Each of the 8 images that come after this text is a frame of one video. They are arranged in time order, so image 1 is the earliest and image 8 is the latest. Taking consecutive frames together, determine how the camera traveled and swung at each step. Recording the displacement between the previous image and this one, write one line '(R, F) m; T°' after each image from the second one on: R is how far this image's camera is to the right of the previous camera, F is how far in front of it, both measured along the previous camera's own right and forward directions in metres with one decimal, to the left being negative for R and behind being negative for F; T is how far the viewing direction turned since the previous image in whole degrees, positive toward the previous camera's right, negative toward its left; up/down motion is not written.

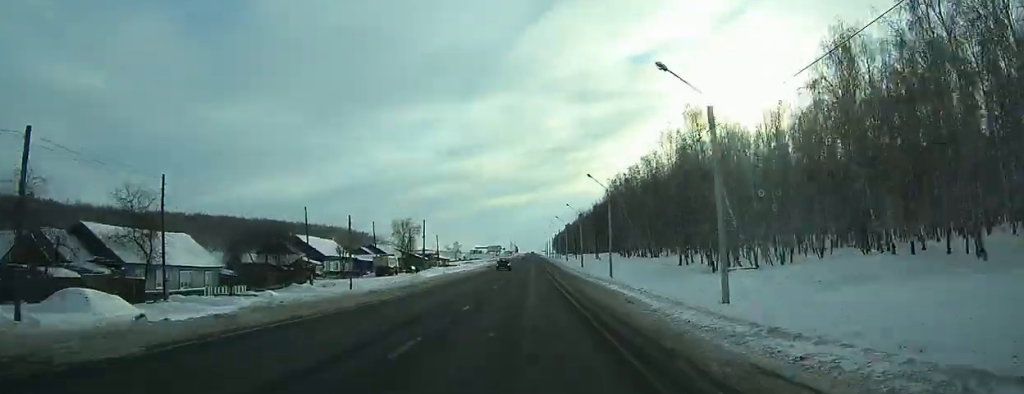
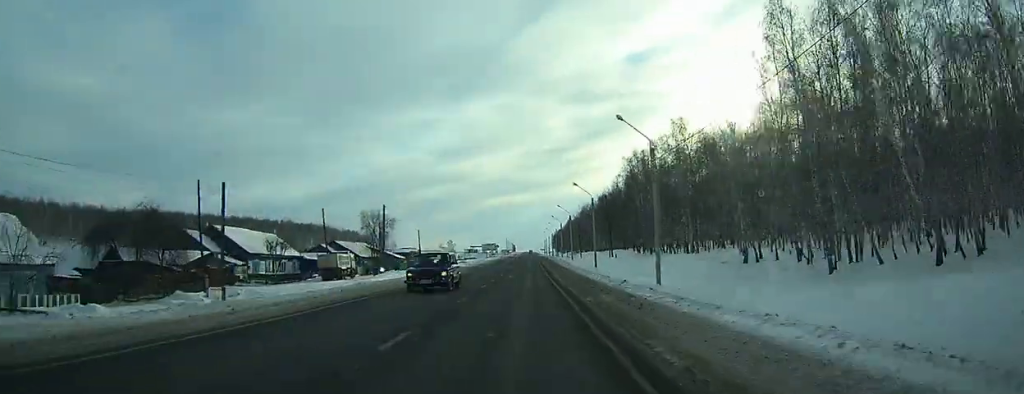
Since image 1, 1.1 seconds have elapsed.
(-0.1, +22.3) m; 0°
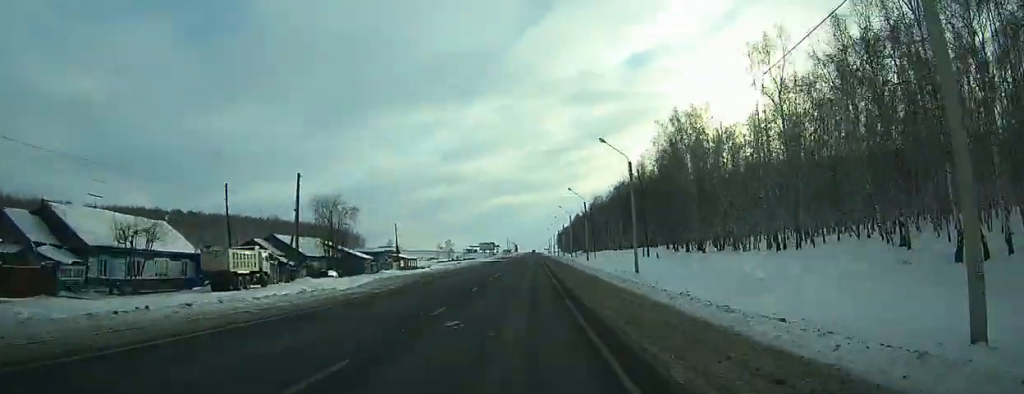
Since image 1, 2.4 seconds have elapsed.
(-0.2, +23.9) m; 0°
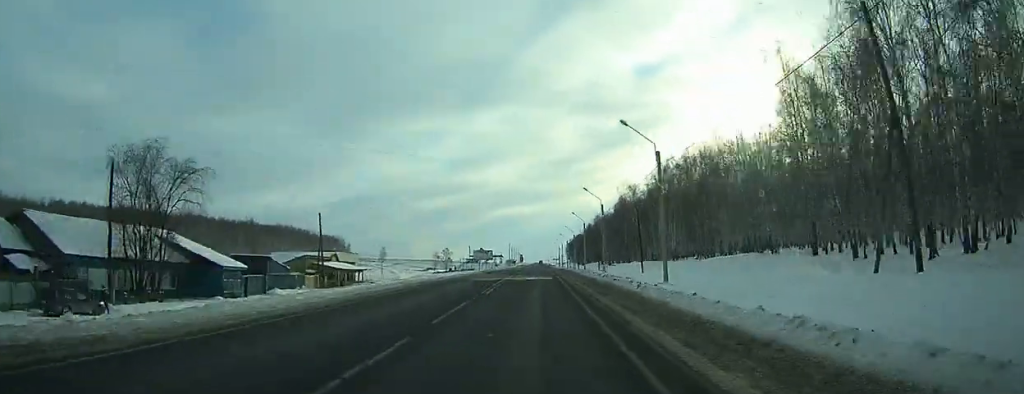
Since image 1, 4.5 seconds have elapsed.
(+0.1, +41.5) m; 0°
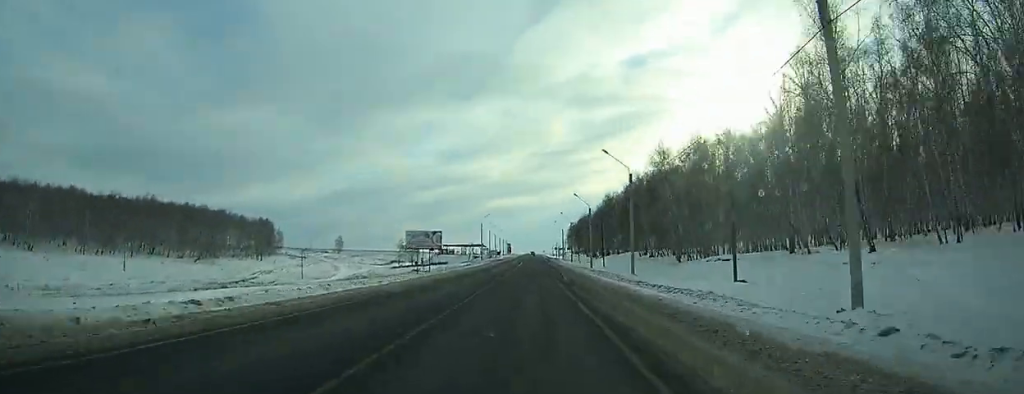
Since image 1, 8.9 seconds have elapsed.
(+3.2, +93.7) m; 0°
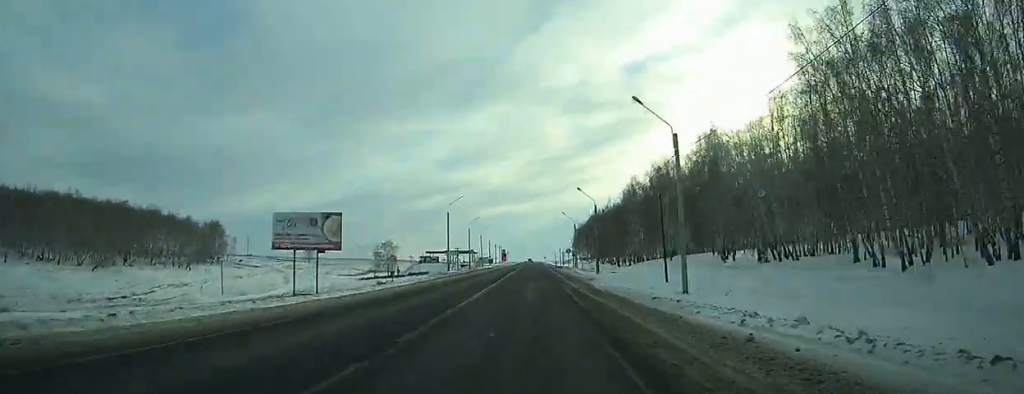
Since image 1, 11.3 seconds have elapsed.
(-2.7, +54.7) m; -2°
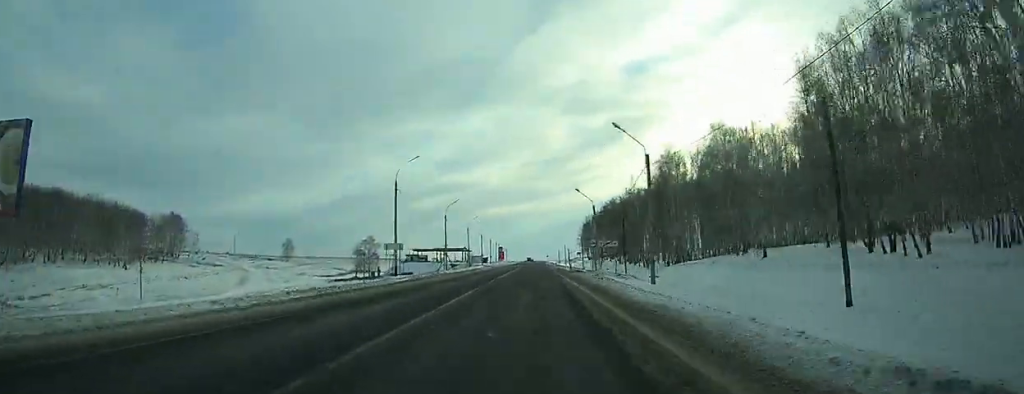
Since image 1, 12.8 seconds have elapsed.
(+0.5, +33.5) m; +1°
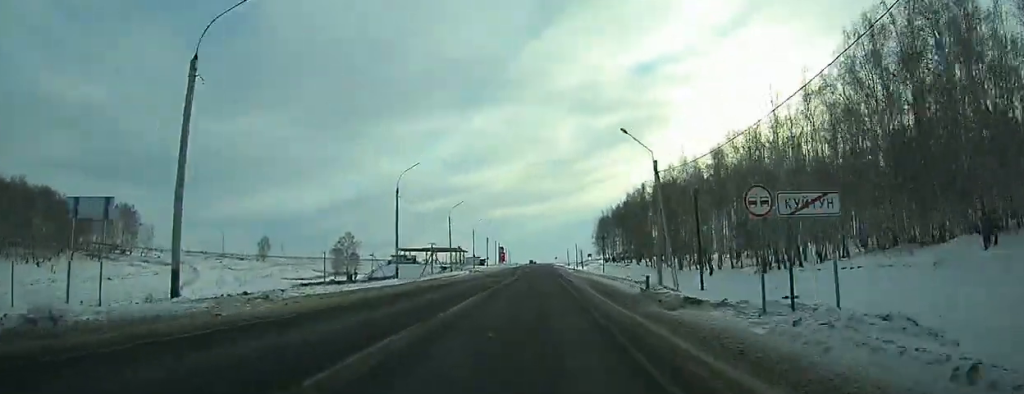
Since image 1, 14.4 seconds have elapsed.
(+0.2, +34.5) m; 0°
